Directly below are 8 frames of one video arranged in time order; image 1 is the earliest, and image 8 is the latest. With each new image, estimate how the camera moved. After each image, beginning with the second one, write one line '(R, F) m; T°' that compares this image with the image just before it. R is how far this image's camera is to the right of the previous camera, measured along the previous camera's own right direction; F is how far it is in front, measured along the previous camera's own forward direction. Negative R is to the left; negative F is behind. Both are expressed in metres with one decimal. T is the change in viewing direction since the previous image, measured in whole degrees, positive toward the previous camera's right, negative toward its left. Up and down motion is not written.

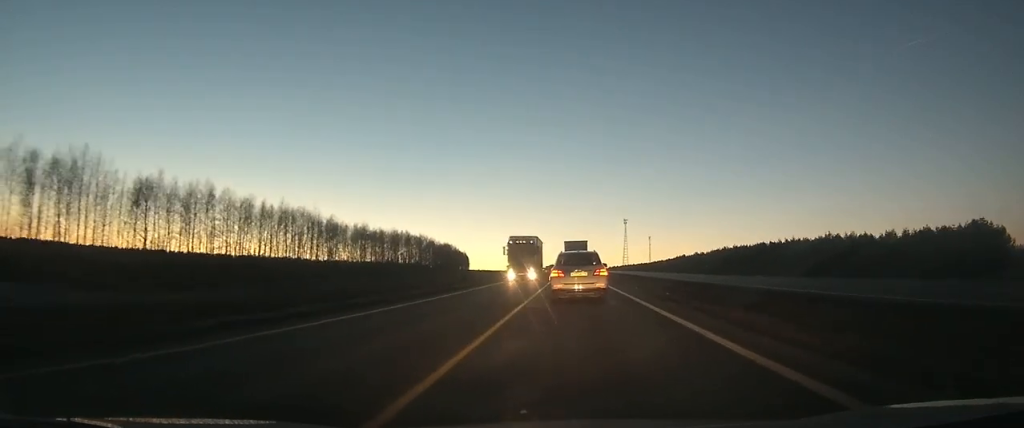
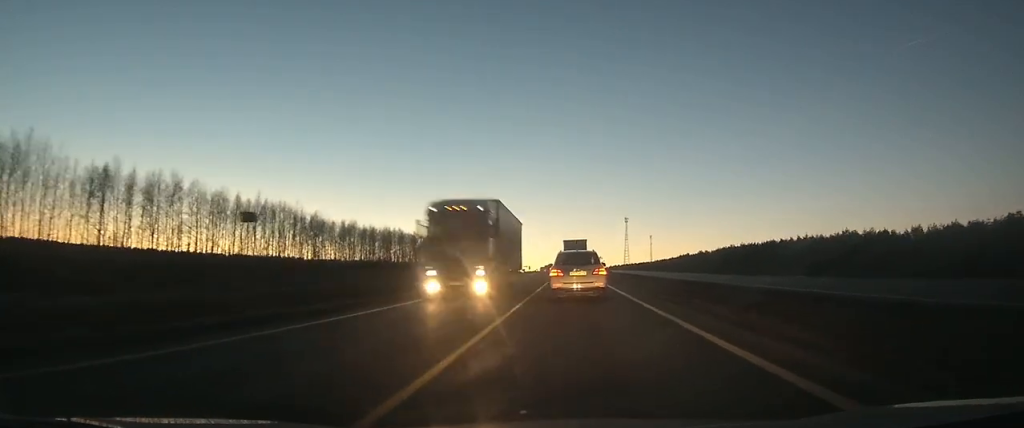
(-0.1, +11.5) m; 0°
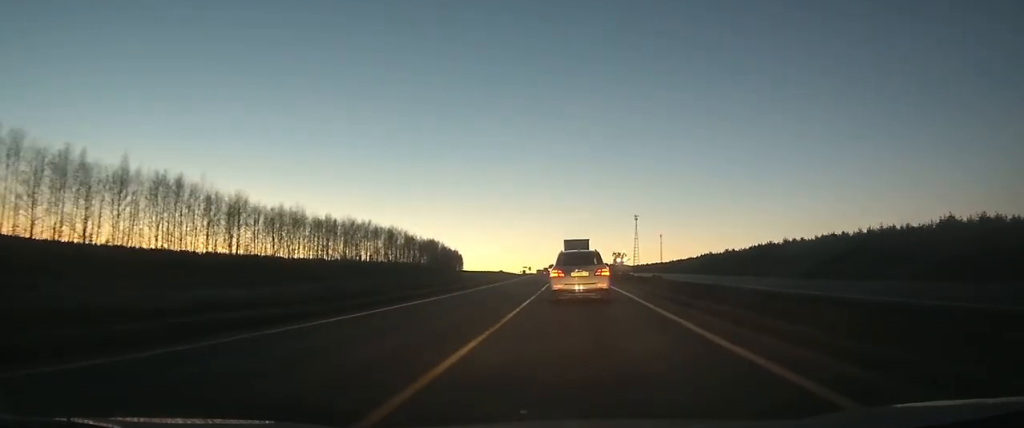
(-0.6, +44.8) m; -1°
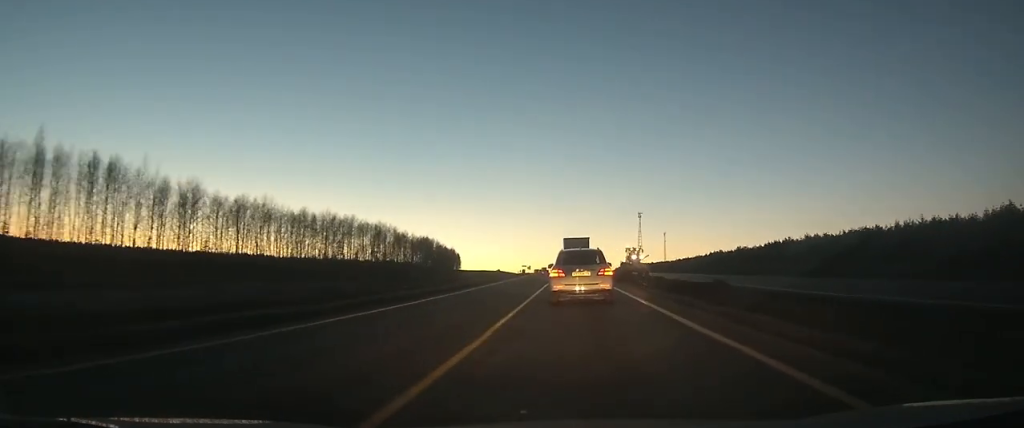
(0.0, +17.5) m; 0°
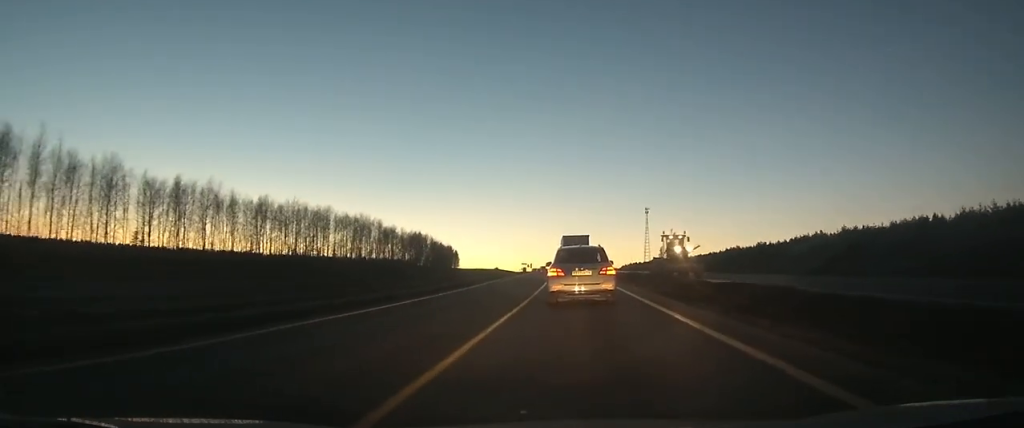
(-0.1, +24.1) m; 0°
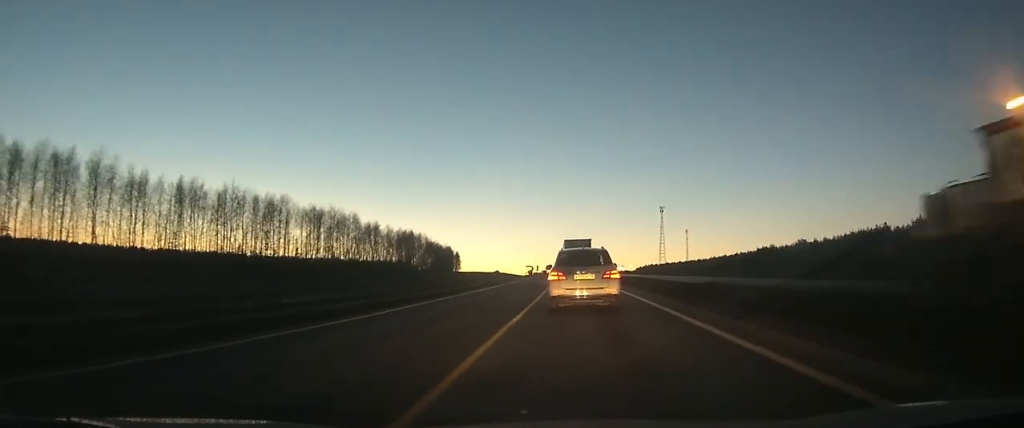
(0.0, +33.4) m; 0°
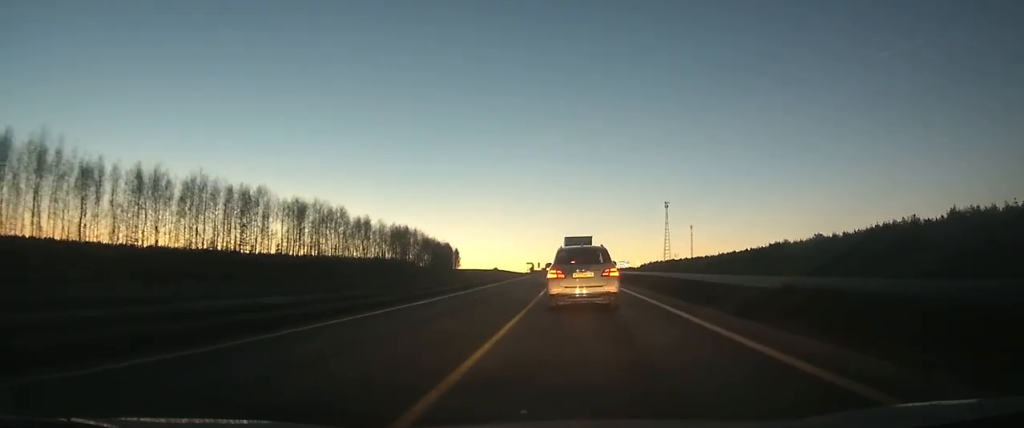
(0.0, +11.7) m; 0°
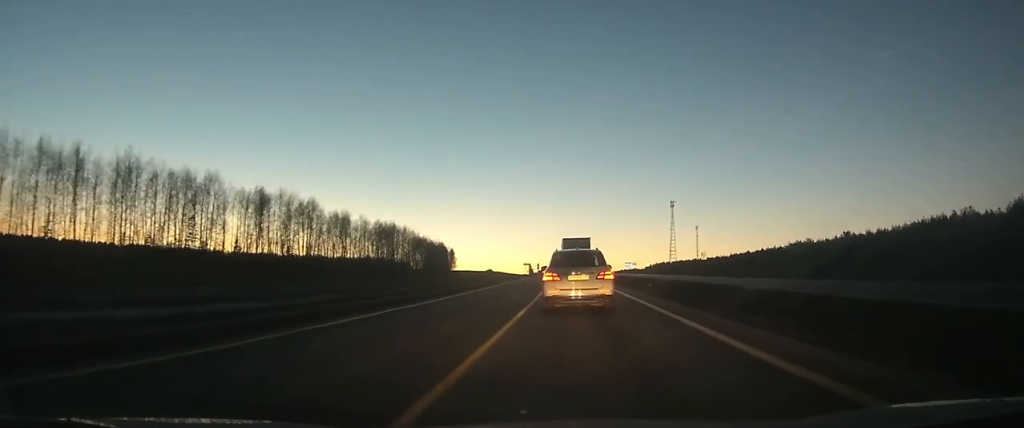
(-0.1, +18.9) m; 0°
